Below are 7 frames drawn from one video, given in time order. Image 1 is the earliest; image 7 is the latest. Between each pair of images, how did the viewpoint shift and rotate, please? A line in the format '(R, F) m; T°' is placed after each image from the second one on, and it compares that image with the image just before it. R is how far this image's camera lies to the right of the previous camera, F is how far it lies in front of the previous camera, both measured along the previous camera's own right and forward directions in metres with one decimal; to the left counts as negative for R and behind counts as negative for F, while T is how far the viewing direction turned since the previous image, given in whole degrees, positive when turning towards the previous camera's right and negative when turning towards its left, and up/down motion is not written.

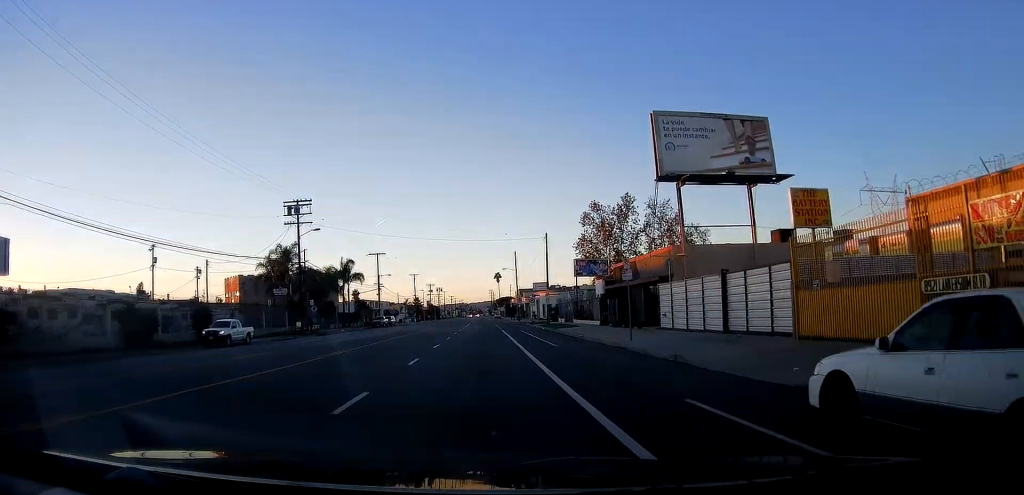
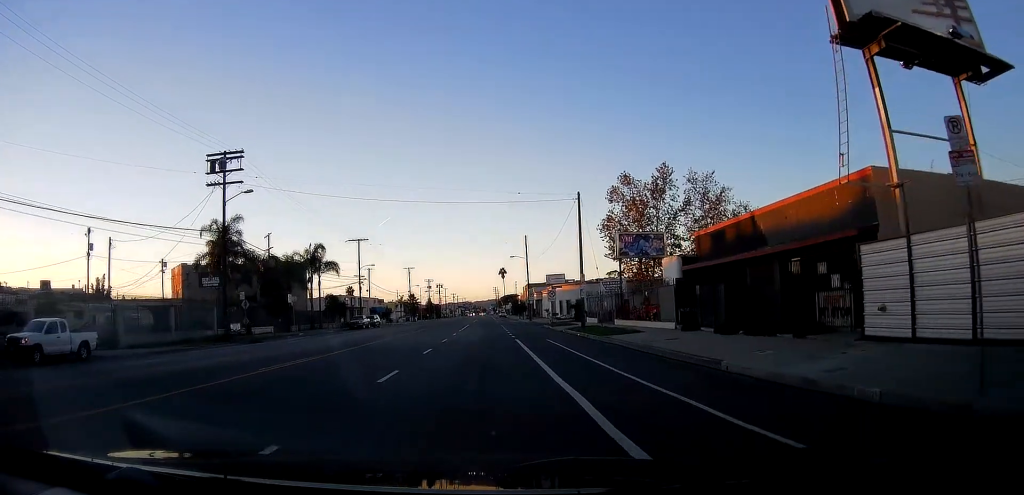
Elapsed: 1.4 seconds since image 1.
(+0.6, +18.6) m; +2°
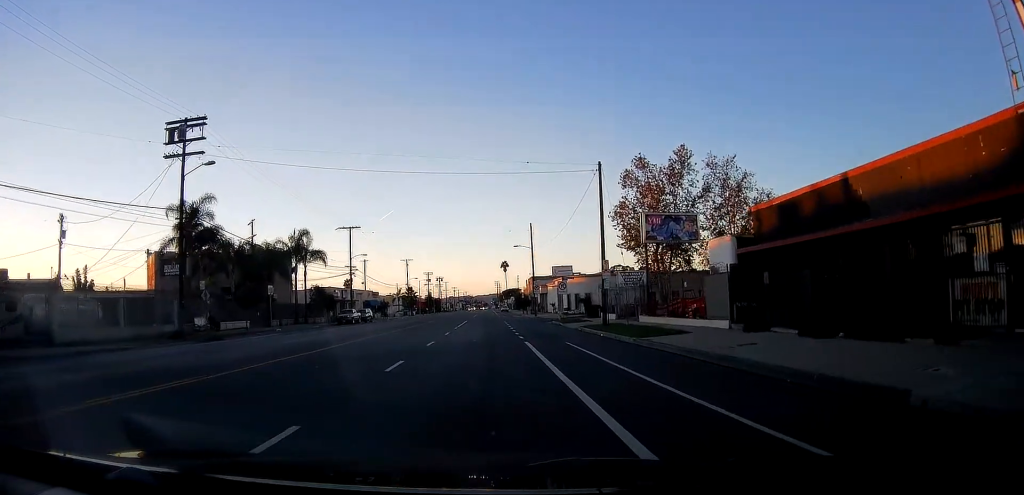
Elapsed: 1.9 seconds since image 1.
(+0.3, +6.7) m; 0°
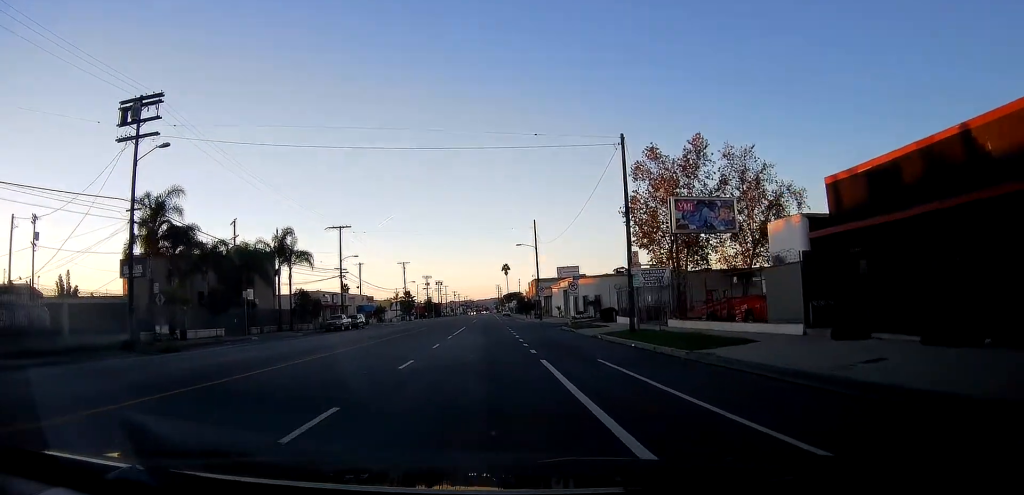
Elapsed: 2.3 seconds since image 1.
(-0.3, +5.8) m; -1°
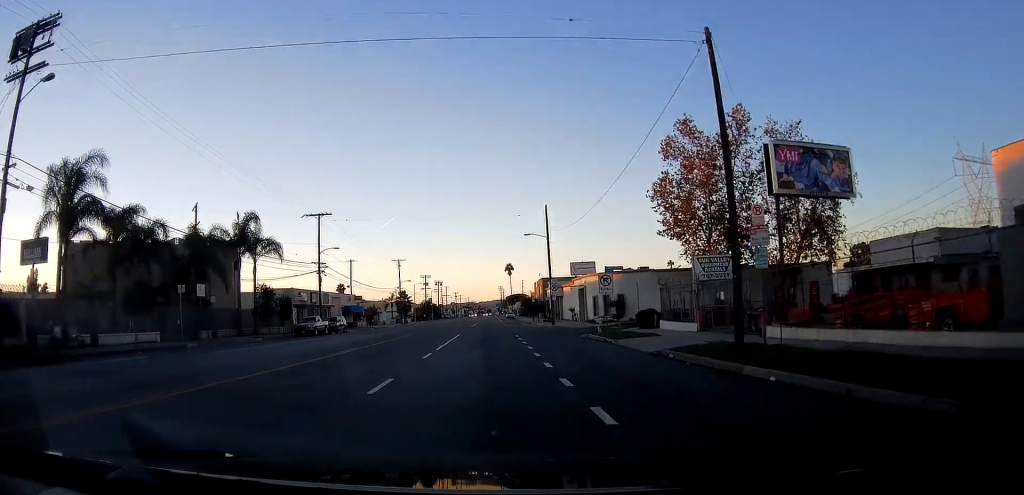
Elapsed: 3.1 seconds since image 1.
(-0.3, +11.2) m; -2°
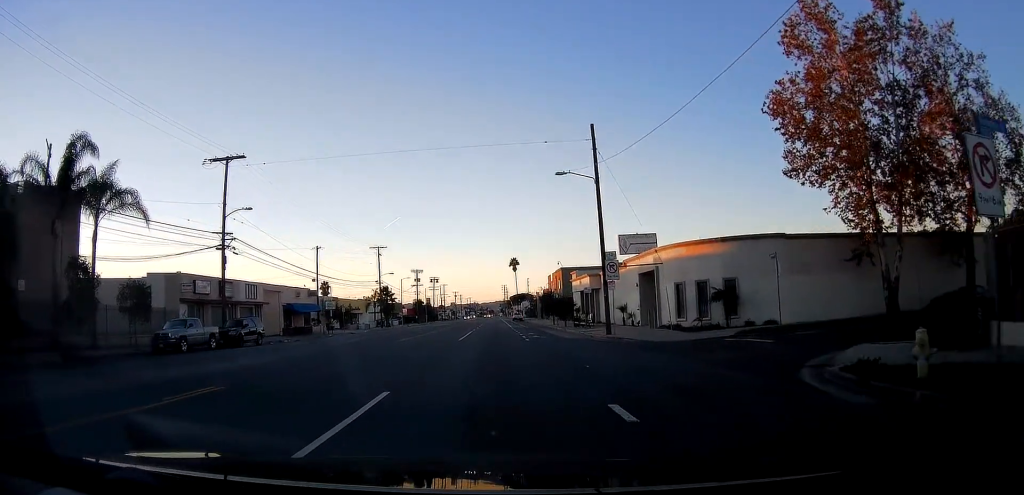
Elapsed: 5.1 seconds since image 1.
(0.0, +26.1) m; 0°
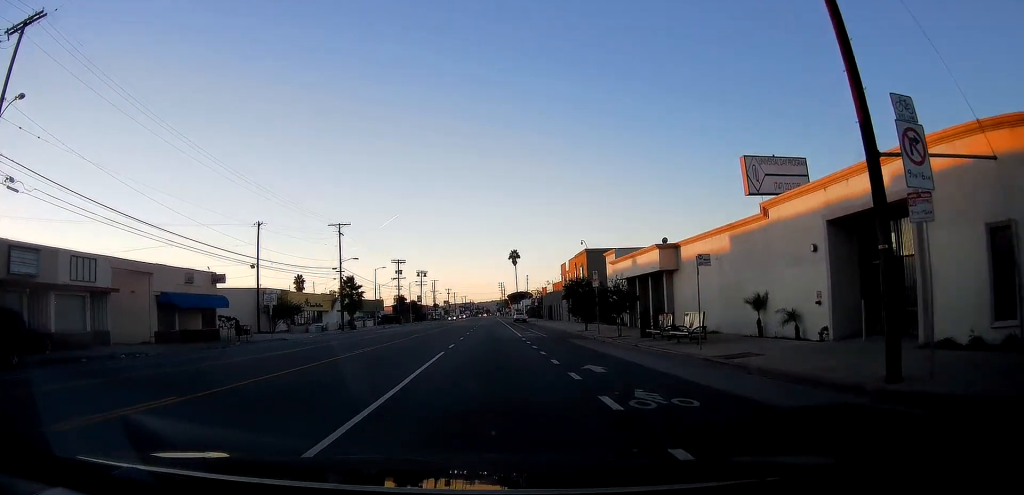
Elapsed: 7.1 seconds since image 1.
(0.0, +24.2) m; 0°
